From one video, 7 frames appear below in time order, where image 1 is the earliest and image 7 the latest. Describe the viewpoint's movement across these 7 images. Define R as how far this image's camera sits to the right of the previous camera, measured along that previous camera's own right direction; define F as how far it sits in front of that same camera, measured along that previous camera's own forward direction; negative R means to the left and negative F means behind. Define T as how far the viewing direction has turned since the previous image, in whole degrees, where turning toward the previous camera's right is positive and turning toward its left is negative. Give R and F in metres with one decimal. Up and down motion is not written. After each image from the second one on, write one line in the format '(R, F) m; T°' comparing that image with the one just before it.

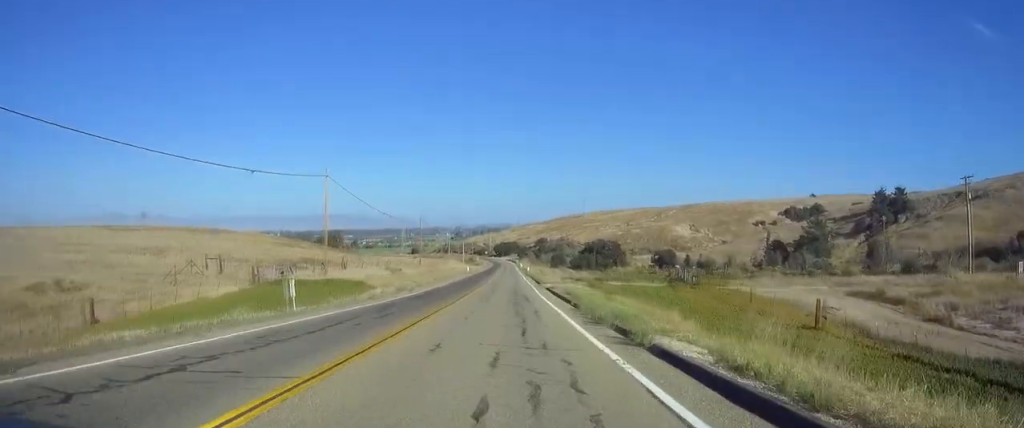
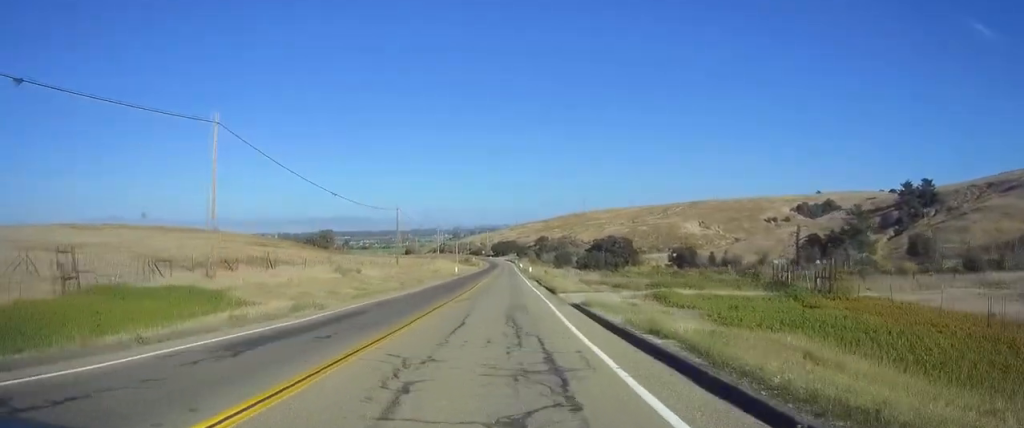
(-0.1, +22.3) m; -1°
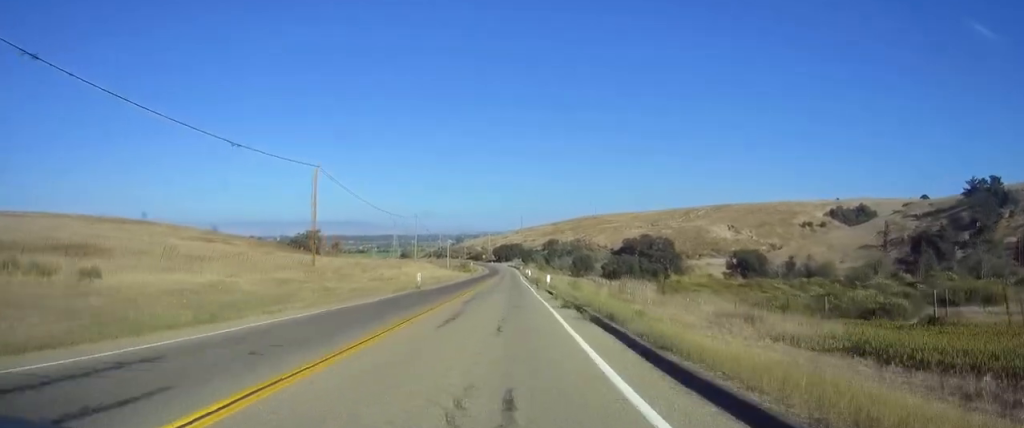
(-0.2, +42.9) m; 0°
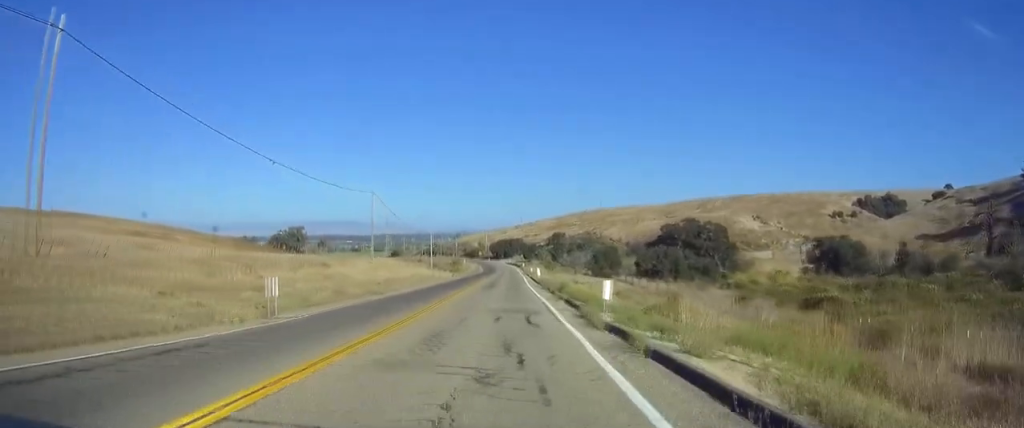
(+0.2, +35.2) m; 0°
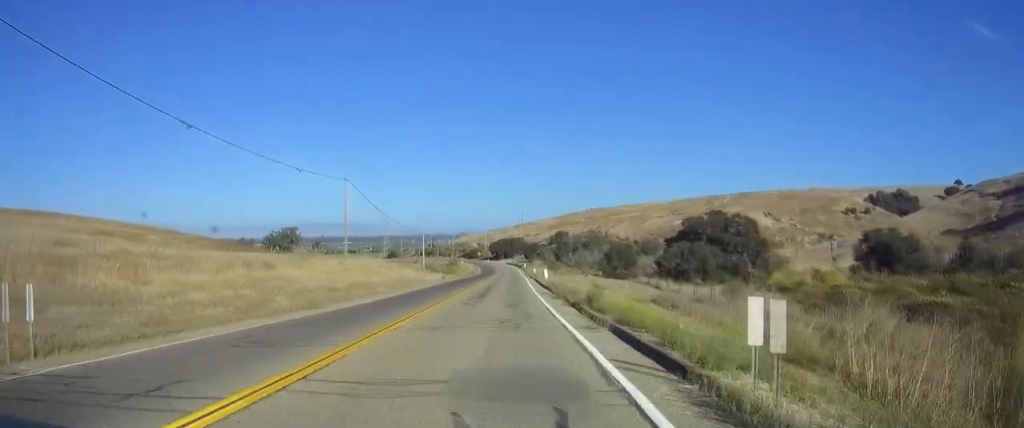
(0.0, +13.1) m; 0°
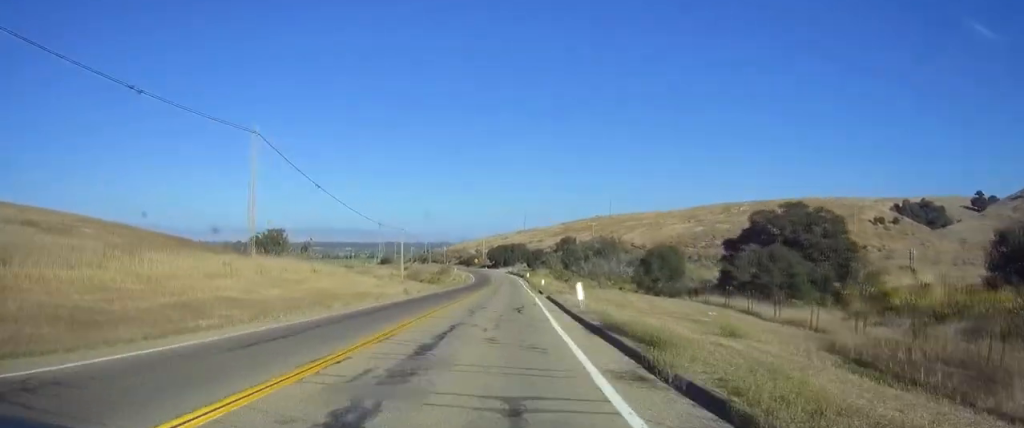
(-0.3, +25.2) m; -1°
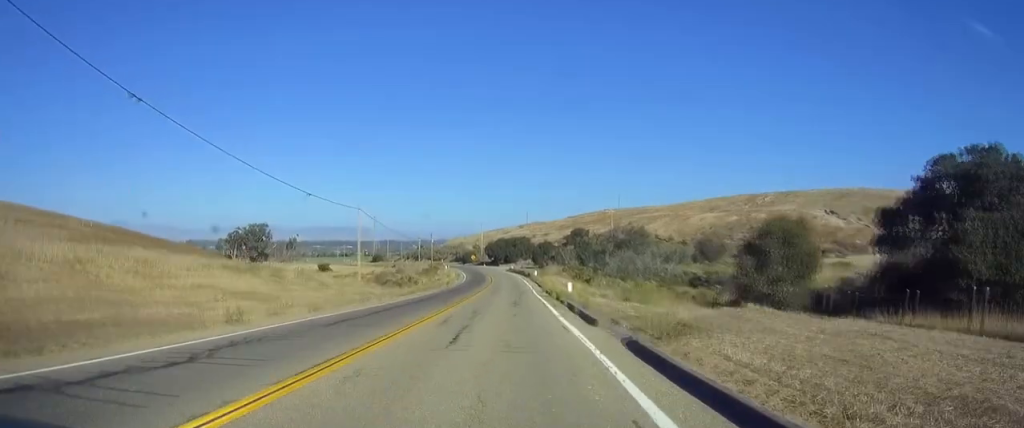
(0.0, +30.1) m; +1°
